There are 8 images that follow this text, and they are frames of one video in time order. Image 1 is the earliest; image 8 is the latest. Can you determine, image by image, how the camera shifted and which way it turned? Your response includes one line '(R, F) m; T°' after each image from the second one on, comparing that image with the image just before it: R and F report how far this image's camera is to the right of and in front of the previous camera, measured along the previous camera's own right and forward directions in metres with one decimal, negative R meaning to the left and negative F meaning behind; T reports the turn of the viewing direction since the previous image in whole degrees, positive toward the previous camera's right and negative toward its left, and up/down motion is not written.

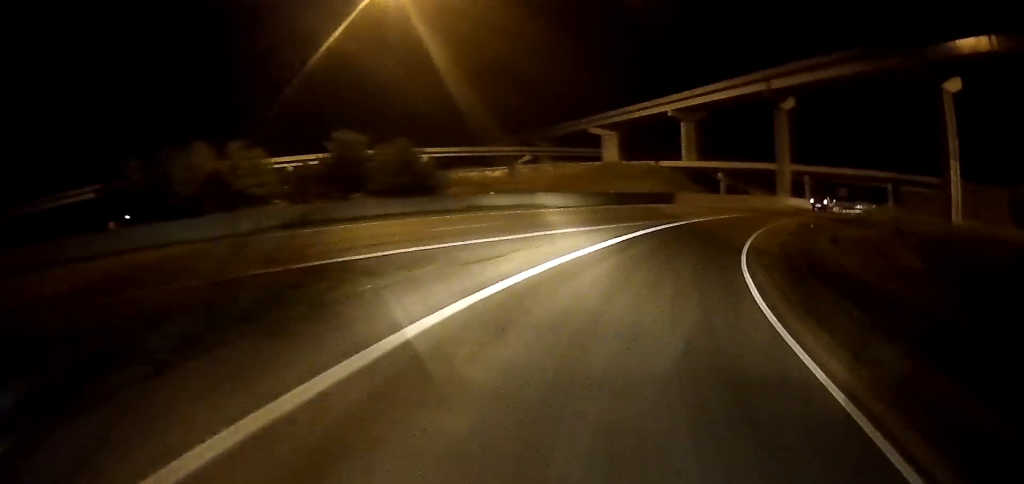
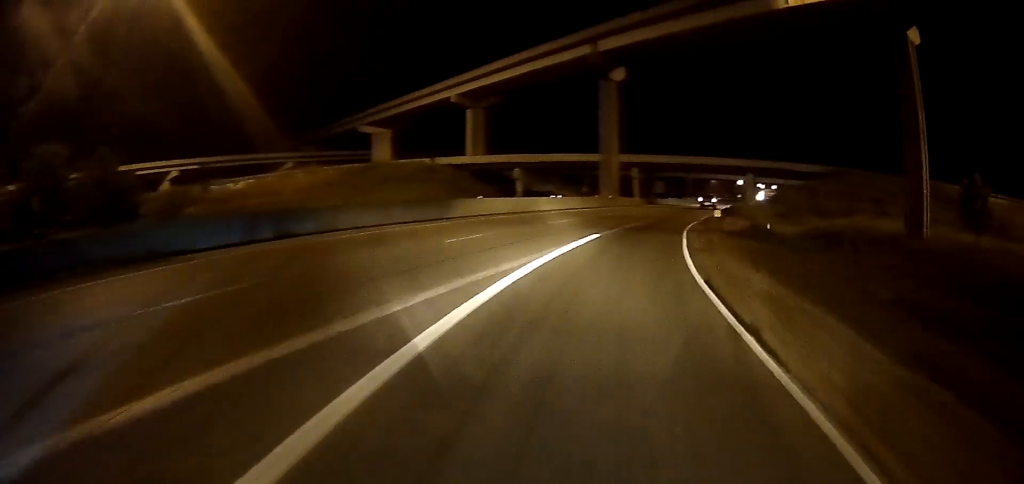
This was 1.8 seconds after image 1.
(+3.4, +25.3) m; +16°
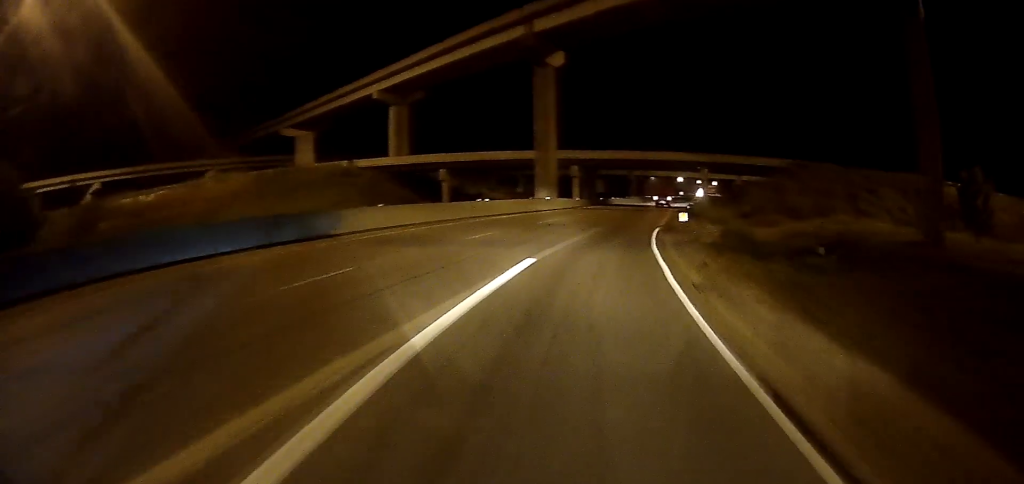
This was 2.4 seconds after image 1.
(+0.7, +9.1) m; +5°
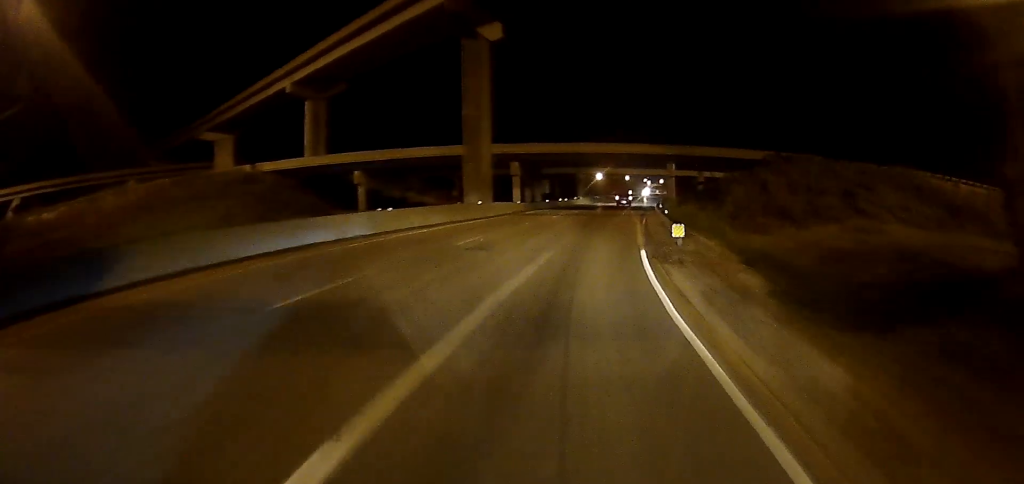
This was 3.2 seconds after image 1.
(+0.7, +12.9) m; +4°
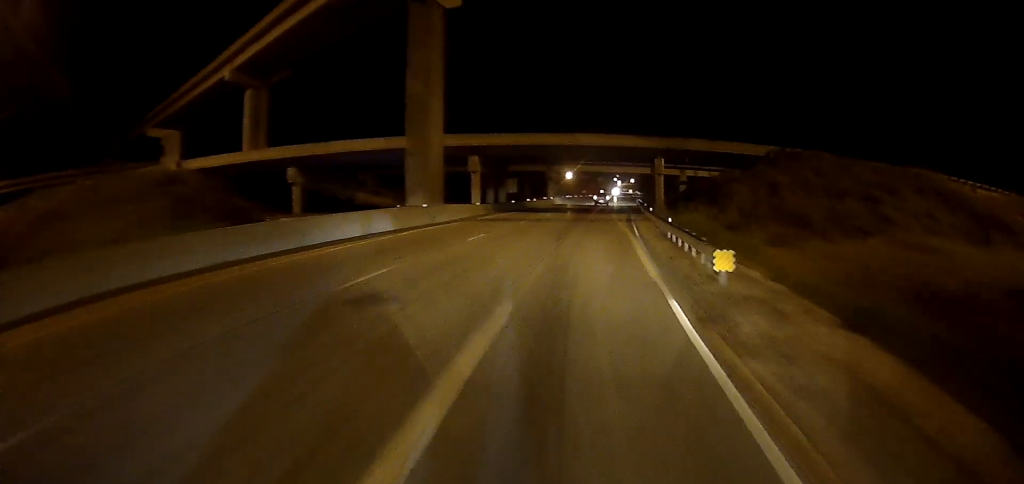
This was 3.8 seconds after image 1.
(+0.2, +10.0) m; +2°
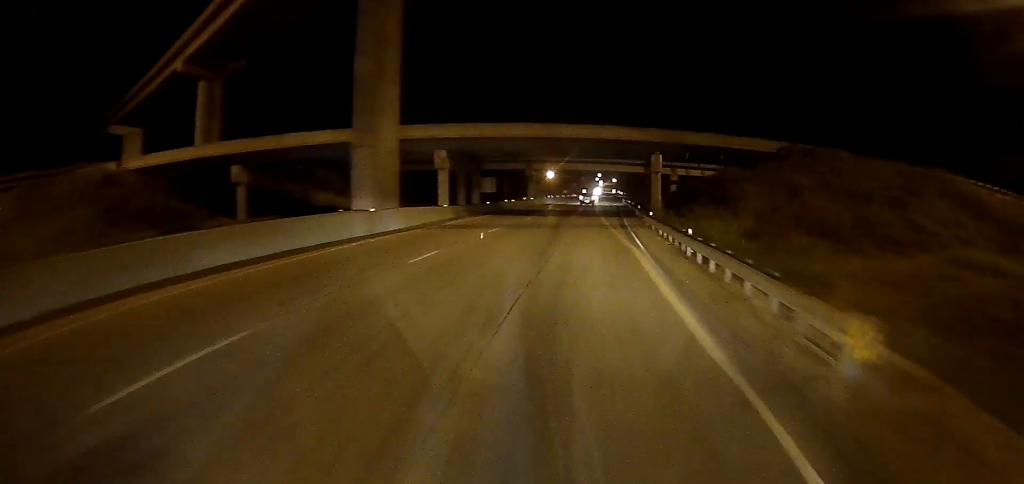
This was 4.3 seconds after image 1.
(0.0, +7.6) m; +1°
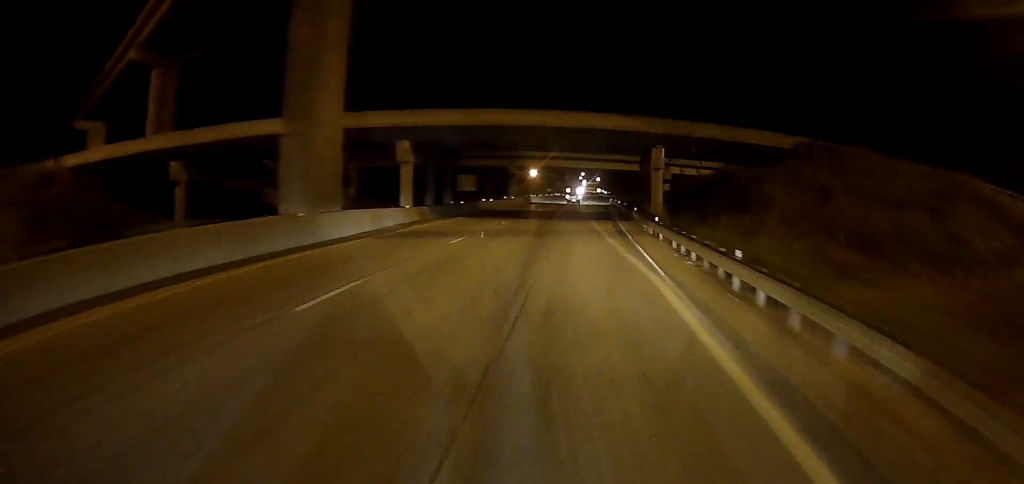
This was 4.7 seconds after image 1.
(0.0, +7.1) m; +1°
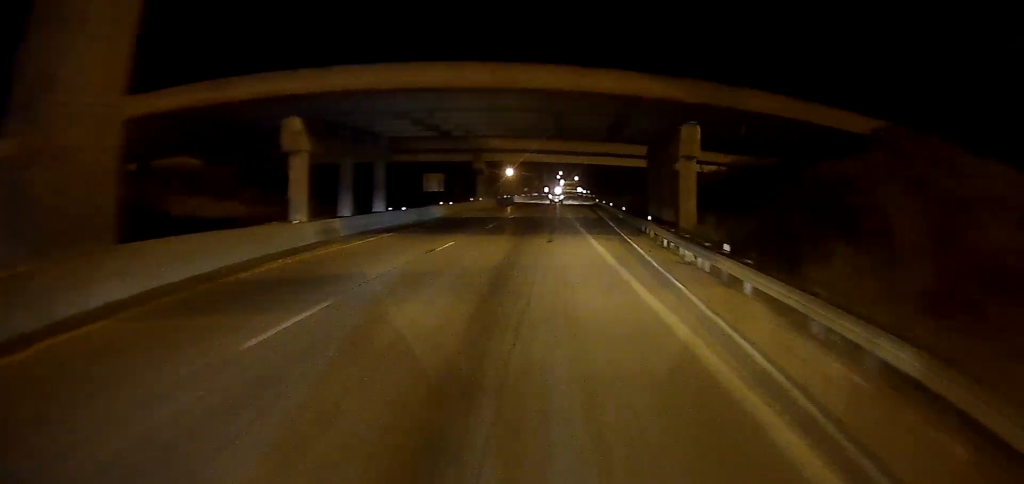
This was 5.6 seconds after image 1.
(+0.3, +14.6) m; +2°
